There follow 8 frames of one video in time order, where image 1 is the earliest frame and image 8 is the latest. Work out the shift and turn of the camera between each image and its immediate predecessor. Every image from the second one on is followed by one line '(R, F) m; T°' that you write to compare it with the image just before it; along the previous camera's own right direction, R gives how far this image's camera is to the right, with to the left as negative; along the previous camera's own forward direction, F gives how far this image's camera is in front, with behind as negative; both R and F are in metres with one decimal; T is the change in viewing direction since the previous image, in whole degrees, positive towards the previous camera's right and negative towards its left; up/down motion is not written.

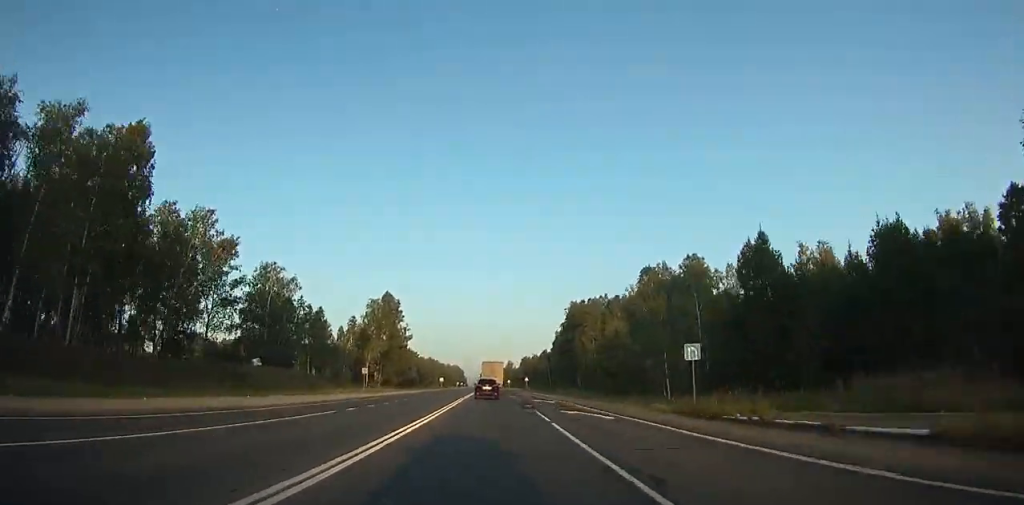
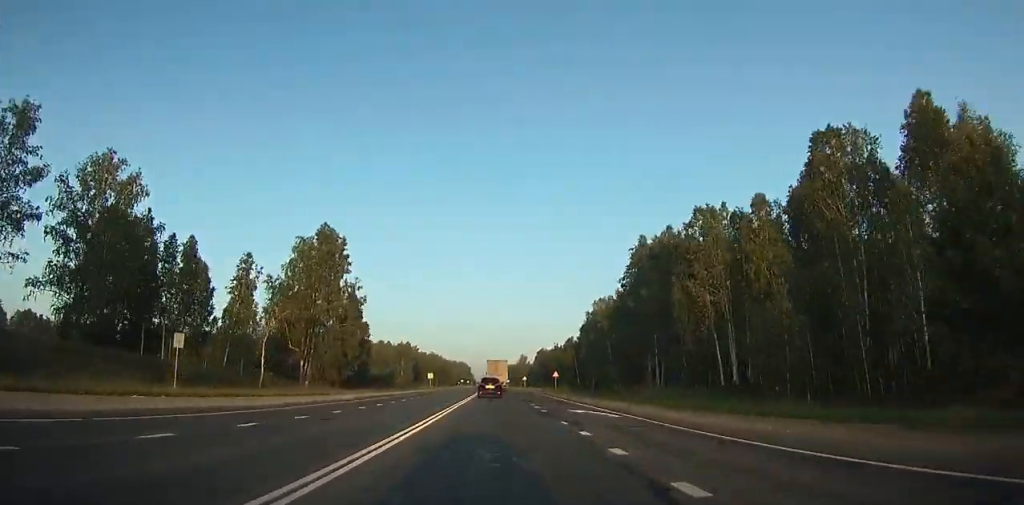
(+7.3, +46.8) m; +3°
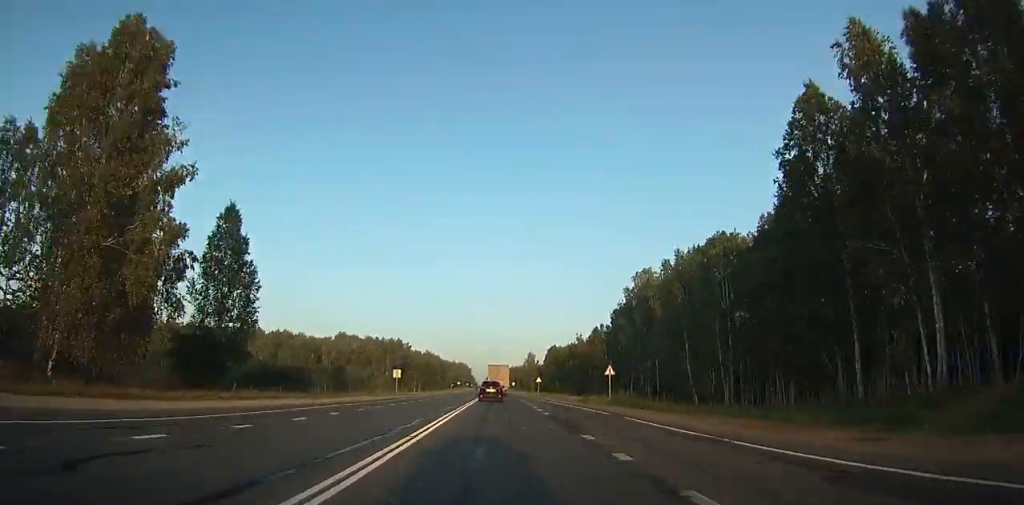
(-4.2, +39.1) m; -4°
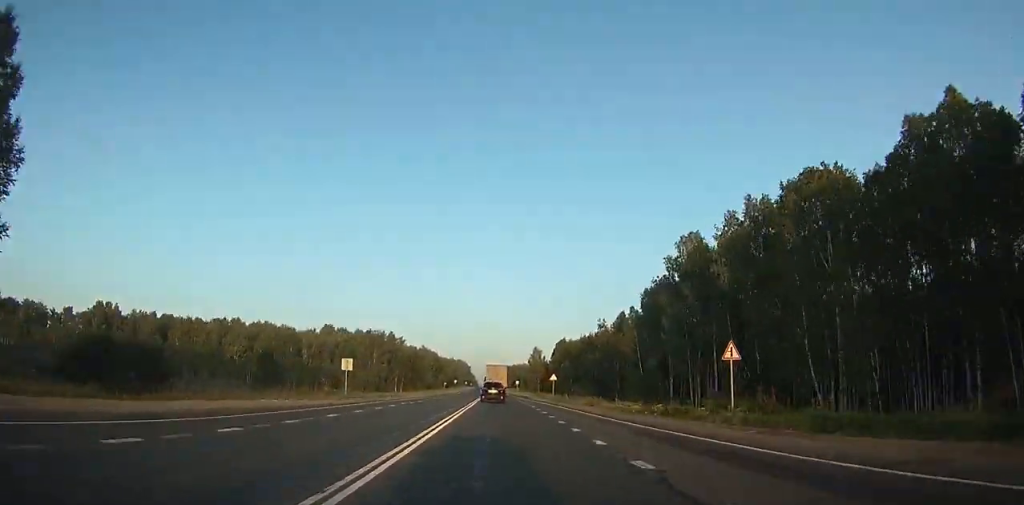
(-0.9, +25.5) m; -2°
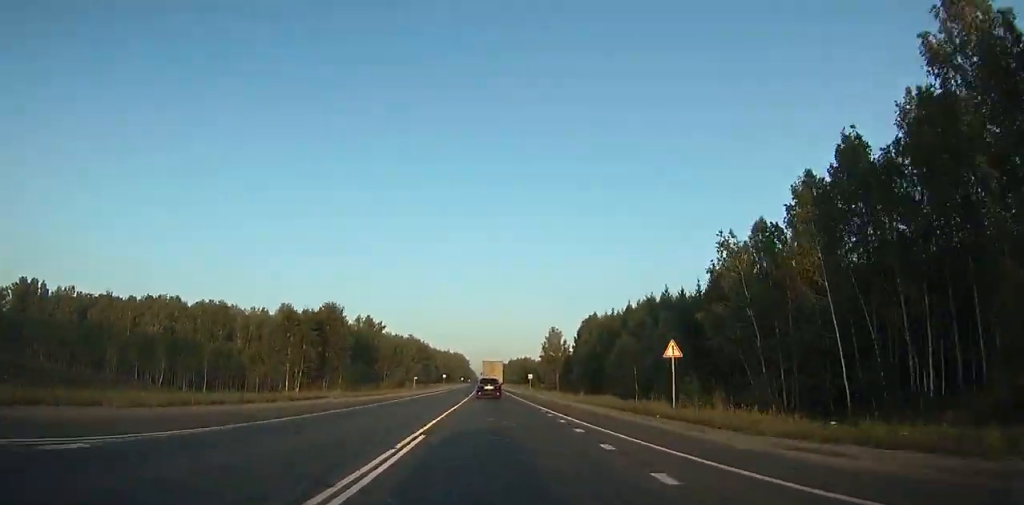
(+0.1, +52.7) m; 0°
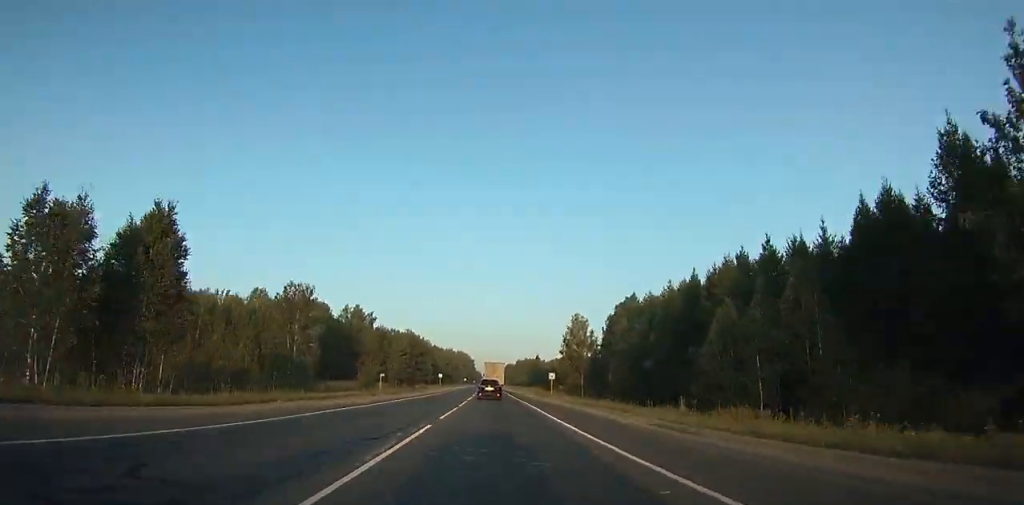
(-0.2, +28.8) m; 0°
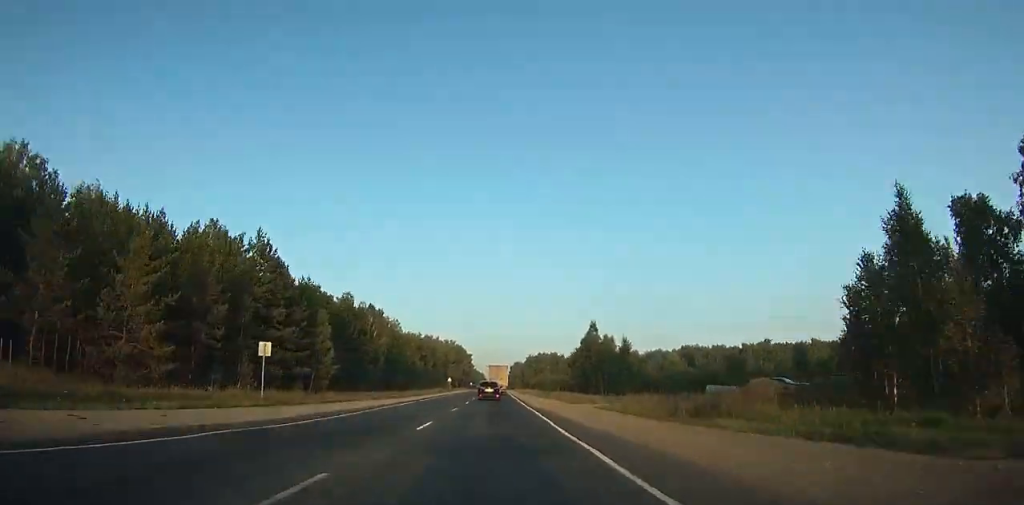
(0.0, +99.1) m; 0°
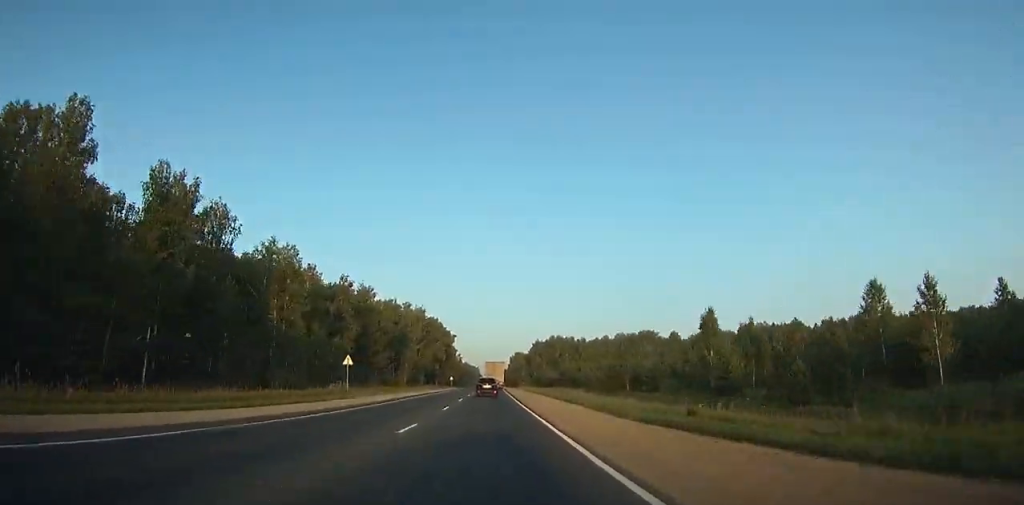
(0.0, +87.8) m; +3°
